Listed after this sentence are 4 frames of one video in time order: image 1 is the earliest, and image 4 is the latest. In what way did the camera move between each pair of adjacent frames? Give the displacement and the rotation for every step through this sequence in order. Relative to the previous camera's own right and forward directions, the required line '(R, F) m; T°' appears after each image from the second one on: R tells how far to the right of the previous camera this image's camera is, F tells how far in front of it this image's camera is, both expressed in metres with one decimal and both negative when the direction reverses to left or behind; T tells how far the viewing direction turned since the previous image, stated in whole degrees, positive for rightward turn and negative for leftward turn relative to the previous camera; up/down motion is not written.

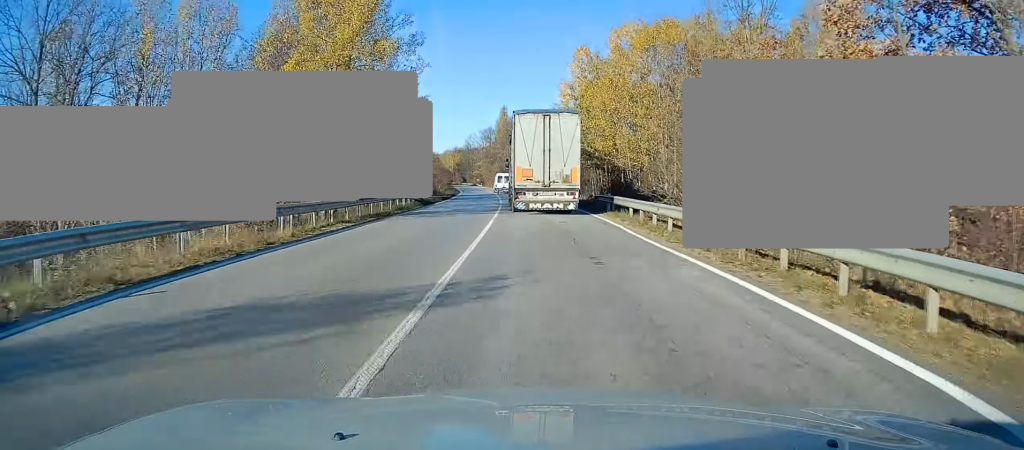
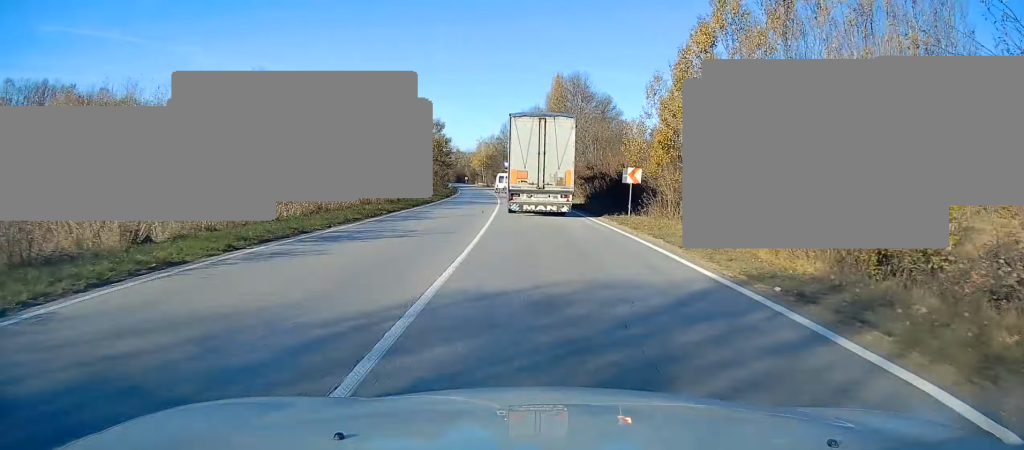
(-1.3, +67.5) m; -3°
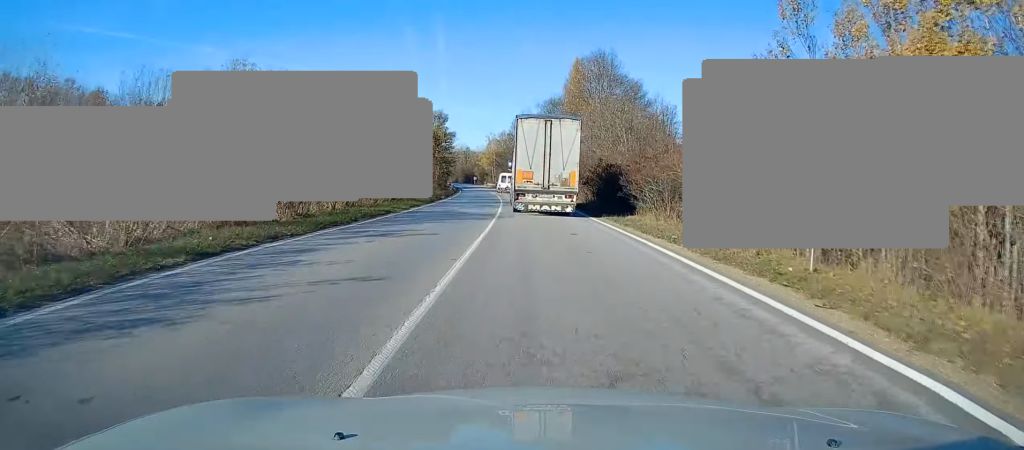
(-0.5, +16.9) m; -2°
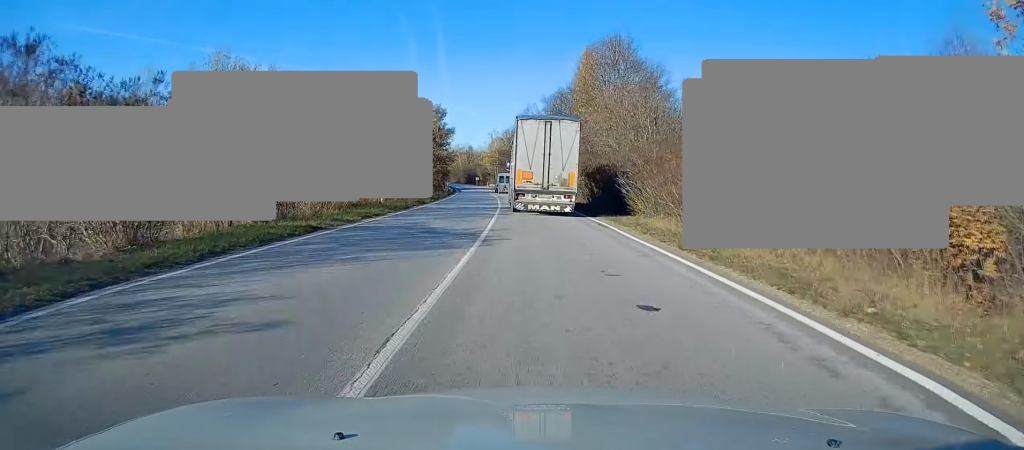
(0.0, +9.8) m; -1°
